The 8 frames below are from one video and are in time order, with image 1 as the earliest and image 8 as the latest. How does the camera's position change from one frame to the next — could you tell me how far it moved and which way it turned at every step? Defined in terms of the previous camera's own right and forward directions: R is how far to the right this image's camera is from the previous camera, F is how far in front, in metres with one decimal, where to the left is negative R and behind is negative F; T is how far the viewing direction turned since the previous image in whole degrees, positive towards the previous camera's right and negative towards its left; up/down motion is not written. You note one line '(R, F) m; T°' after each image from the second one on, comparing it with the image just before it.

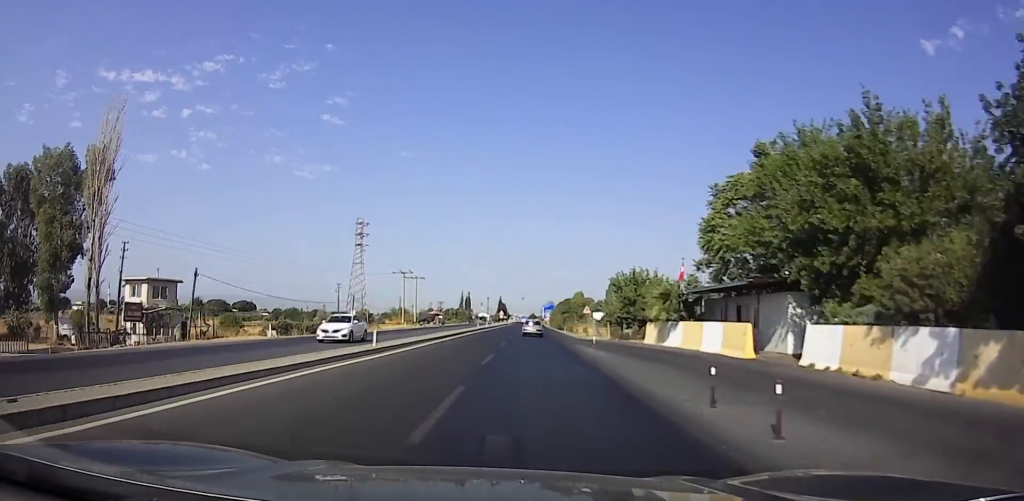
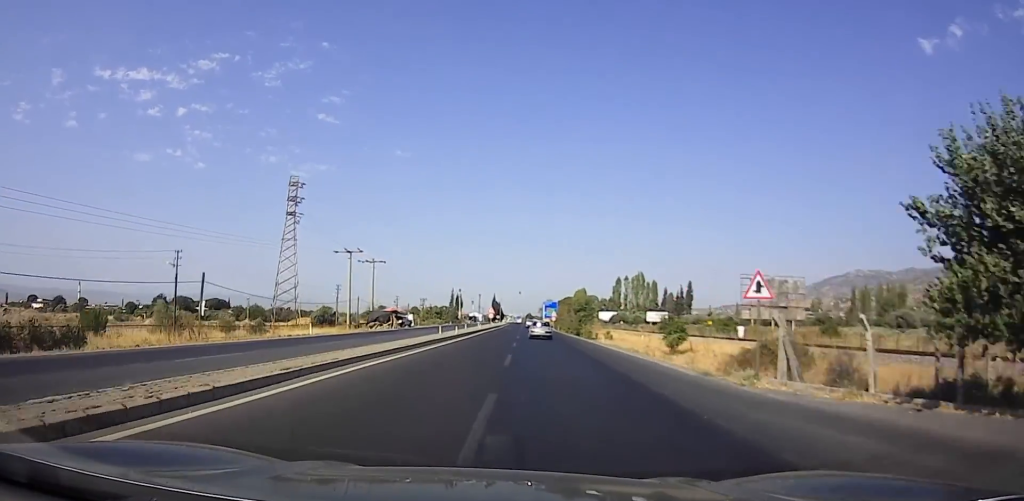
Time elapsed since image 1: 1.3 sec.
(0.0, +33.6) m; 0°
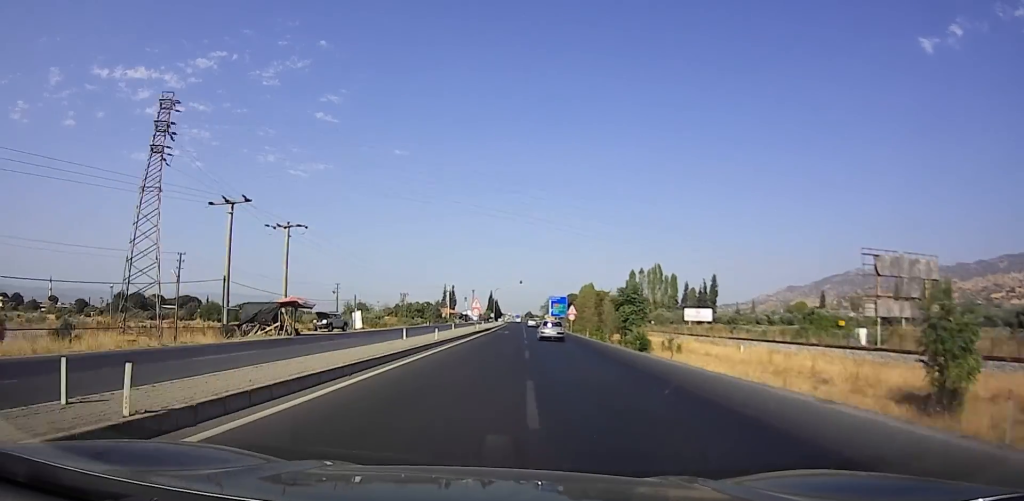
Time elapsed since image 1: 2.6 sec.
(+0.2, +33.5) m; 0°
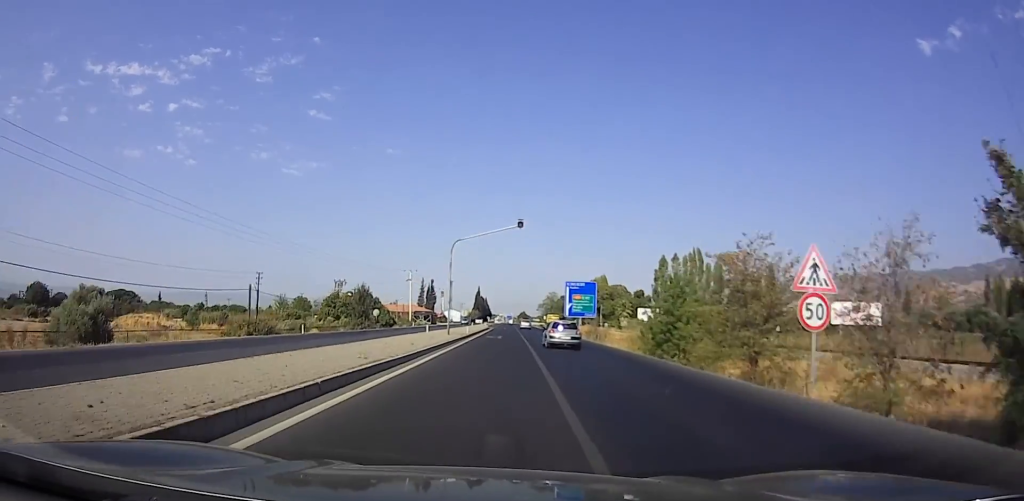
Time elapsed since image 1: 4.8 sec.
(-2.8, +58.6) m; -2°
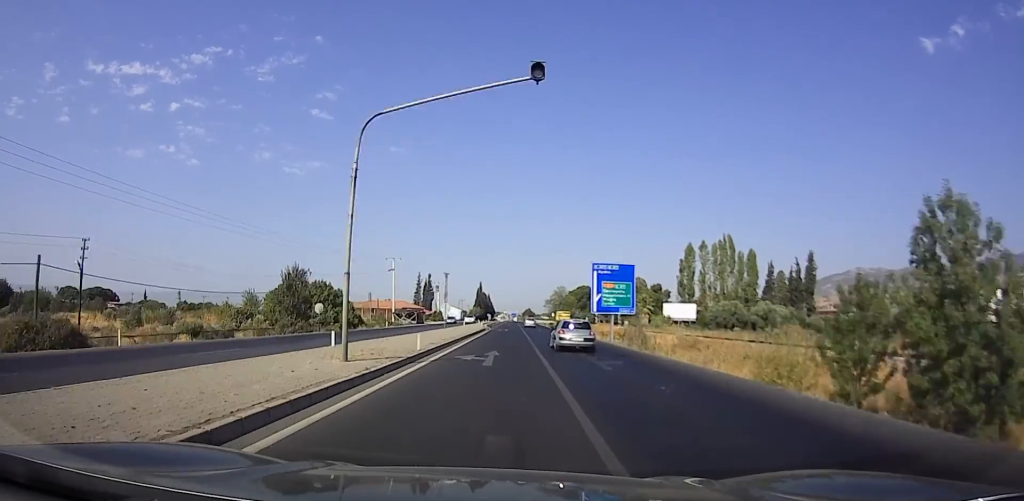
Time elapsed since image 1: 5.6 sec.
(+1.0, +23.6) m; +2°
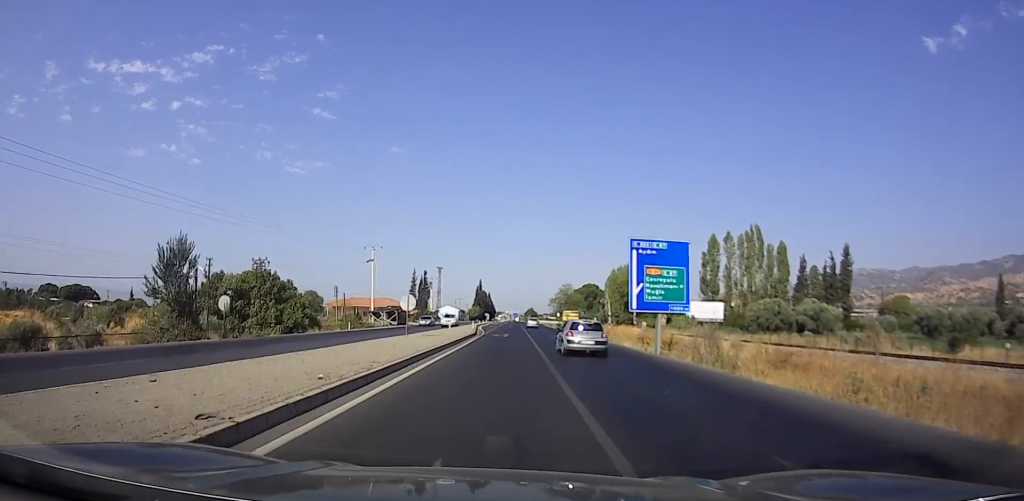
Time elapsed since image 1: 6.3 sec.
(-0.1, +18.8) m; 0°
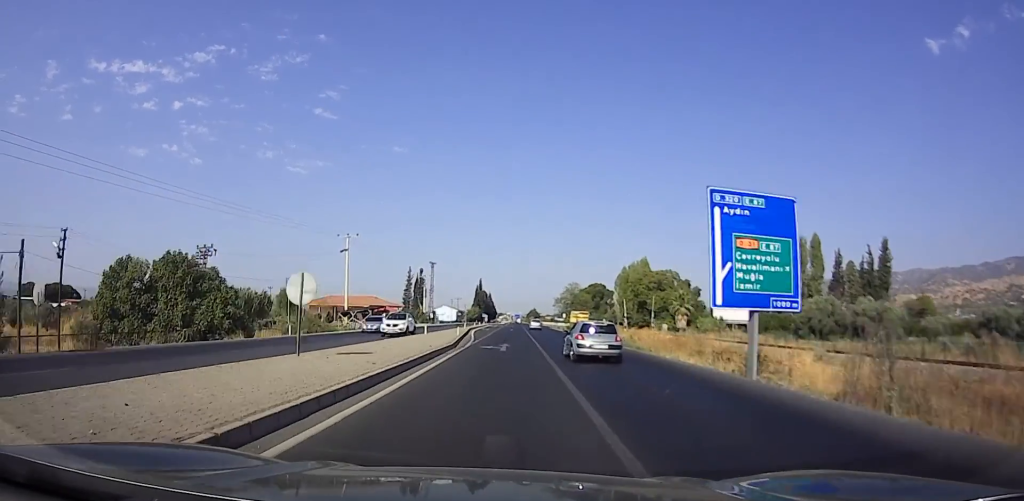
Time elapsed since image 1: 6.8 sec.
(0.0, +16.9) m; 0°
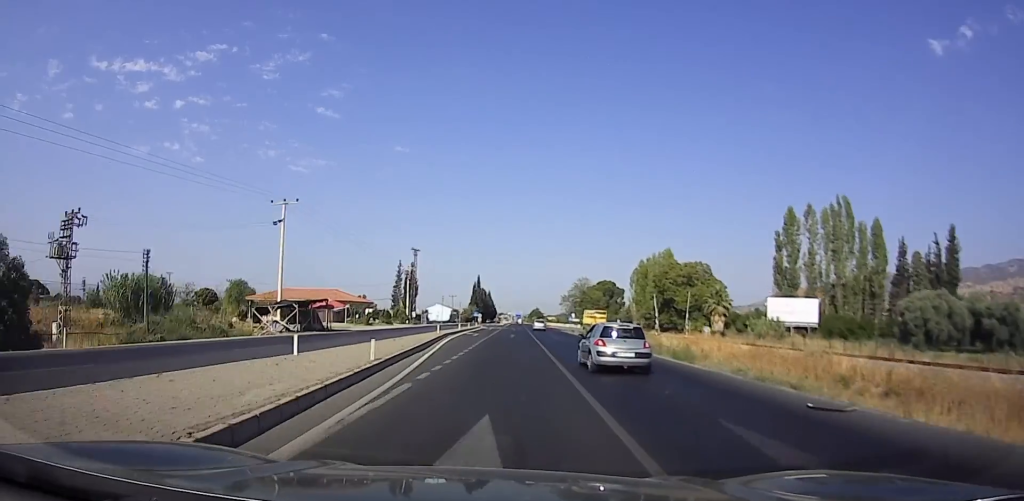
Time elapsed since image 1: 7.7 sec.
(0.0, +25.0) m; 0°
